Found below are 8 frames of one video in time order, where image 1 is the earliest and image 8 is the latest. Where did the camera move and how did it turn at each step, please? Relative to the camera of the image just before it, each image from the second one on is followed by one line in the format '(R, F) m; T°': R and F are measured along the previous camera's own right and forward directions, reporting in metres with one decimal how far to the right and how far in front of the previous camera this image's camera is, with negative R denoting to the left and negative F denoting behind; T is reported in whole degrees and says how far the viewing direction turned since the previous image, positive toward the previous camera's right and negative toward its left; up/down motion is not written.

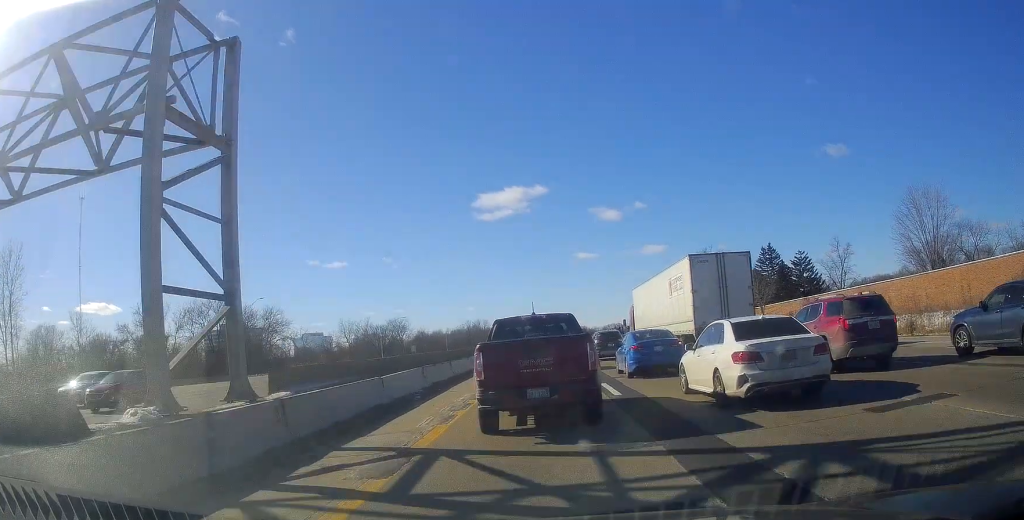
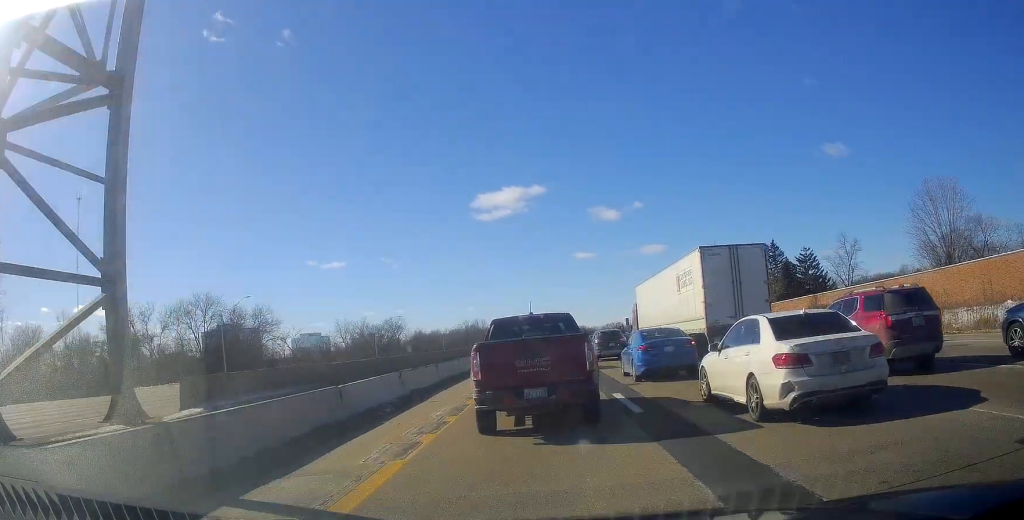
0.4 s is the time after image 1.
(+0.2, +3.5) m; -1°
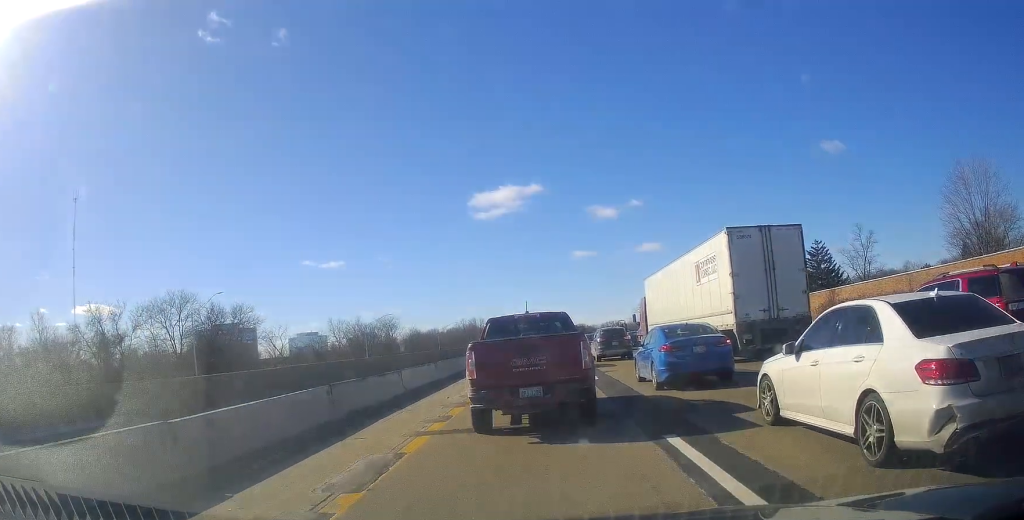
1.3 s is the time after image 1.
(-0.1, +6.6) m; 0°
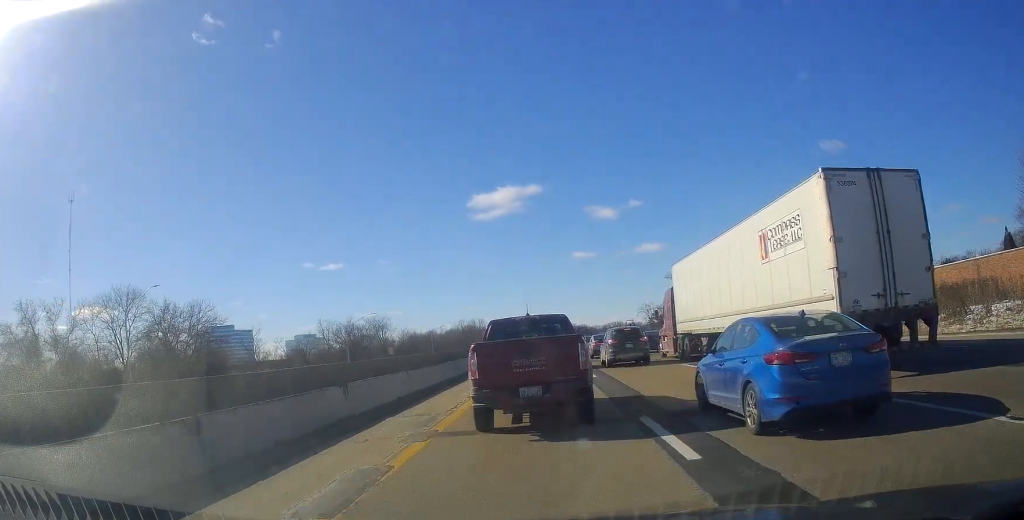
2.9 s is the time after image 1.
(+0.6, +12.4) m; +3°
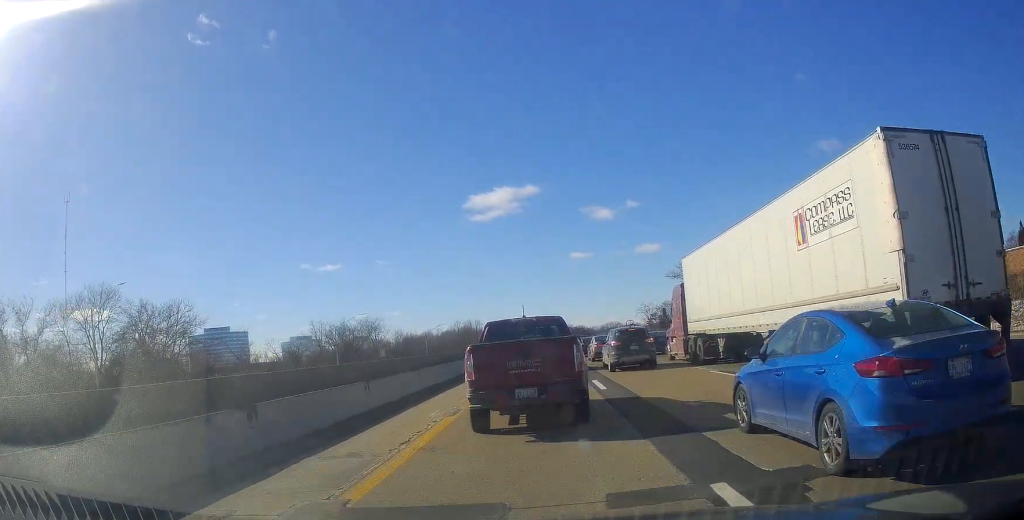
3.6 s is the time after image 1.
(-0.4, +4.8) m; -2°
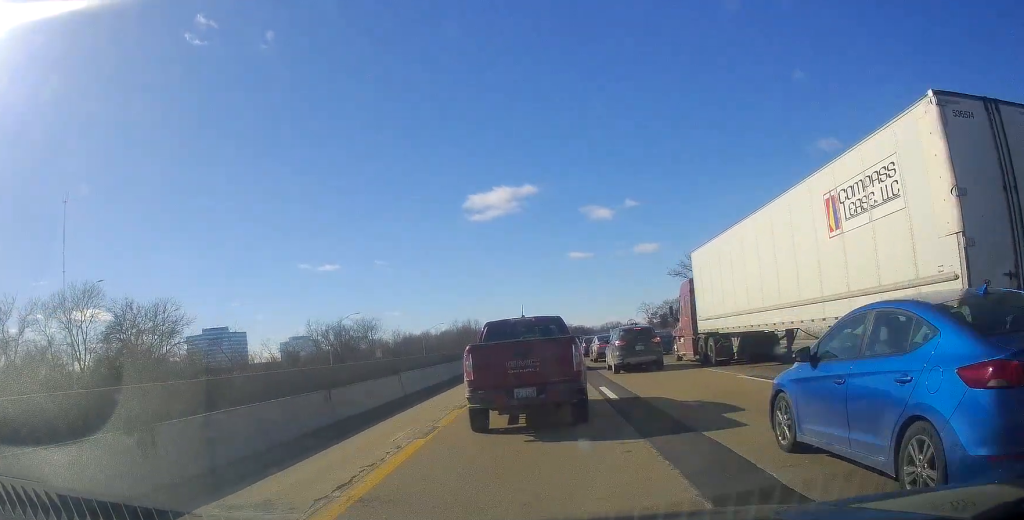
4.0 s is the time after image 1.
(-0.1, +3.0) m; -1°
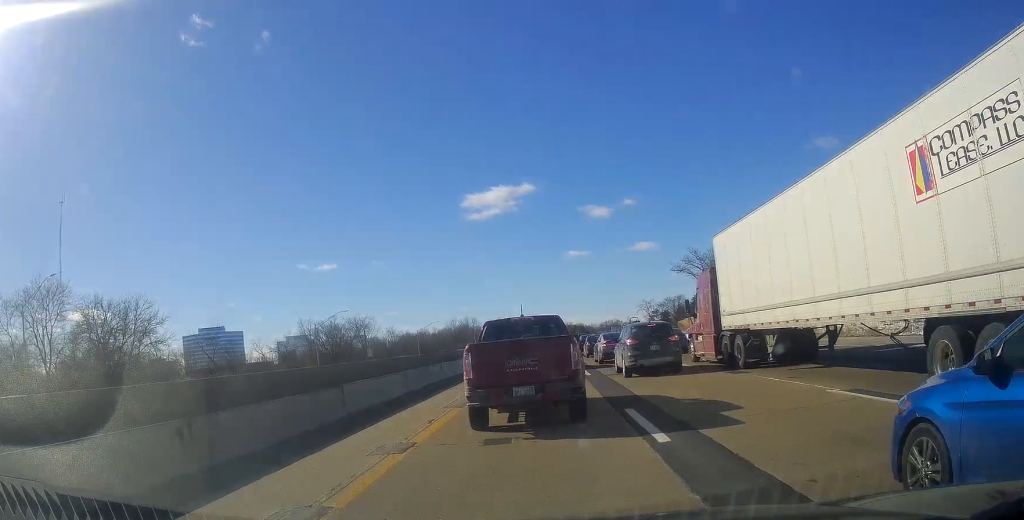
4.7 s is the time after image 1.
(+0.1, +5.7) m; +1°
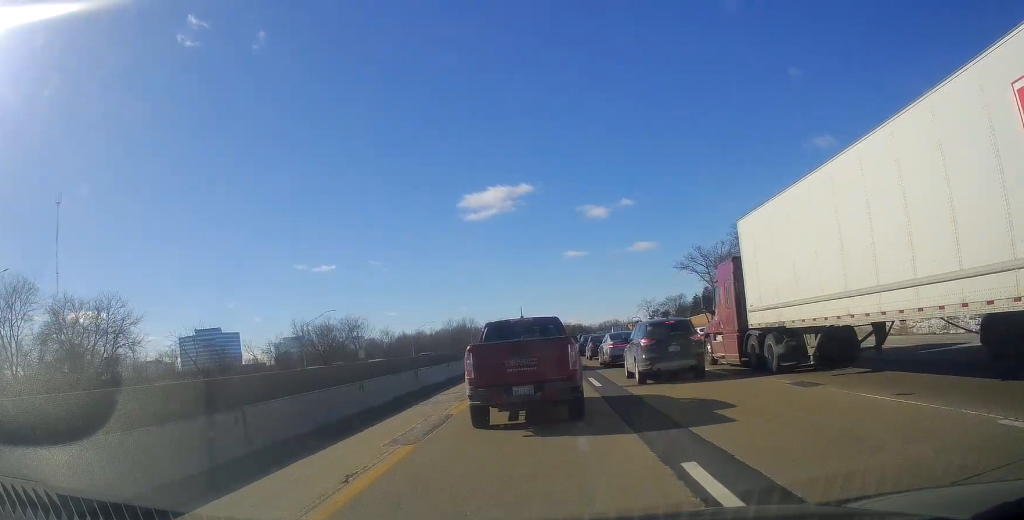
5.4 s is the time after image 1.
(0.0, +4.9) m; +2°
